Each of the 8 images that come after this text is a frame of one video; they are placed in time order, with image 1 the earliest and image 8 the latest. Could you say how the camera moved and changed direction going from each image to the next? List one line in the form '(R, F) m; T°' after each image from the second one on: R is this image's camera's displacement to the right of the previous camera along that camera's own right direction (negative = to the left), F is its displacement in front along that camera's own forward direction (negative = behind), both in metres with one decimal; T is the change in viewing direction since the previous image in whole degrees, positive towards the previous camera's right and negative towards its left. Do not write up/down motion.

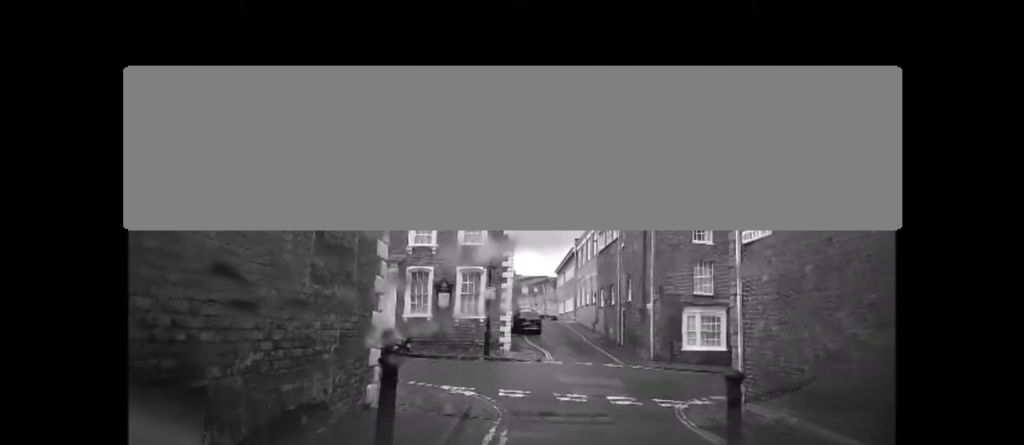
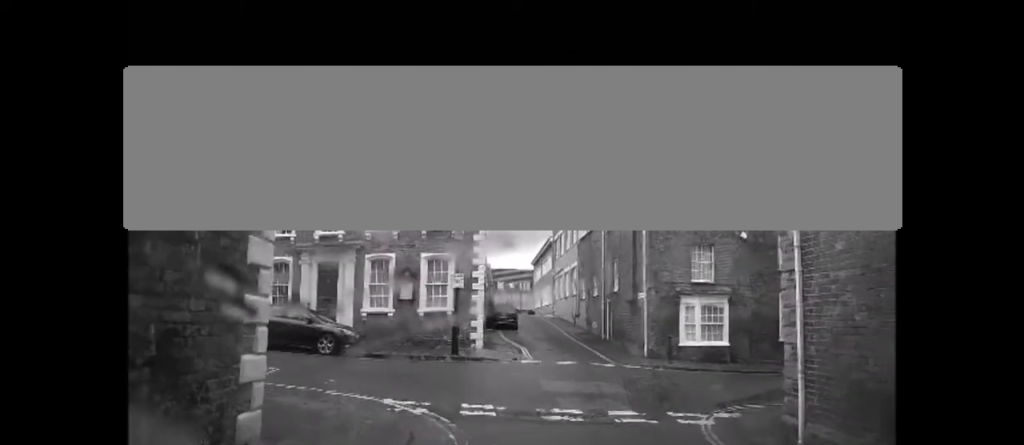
(0.0, +3.1) m; 0°
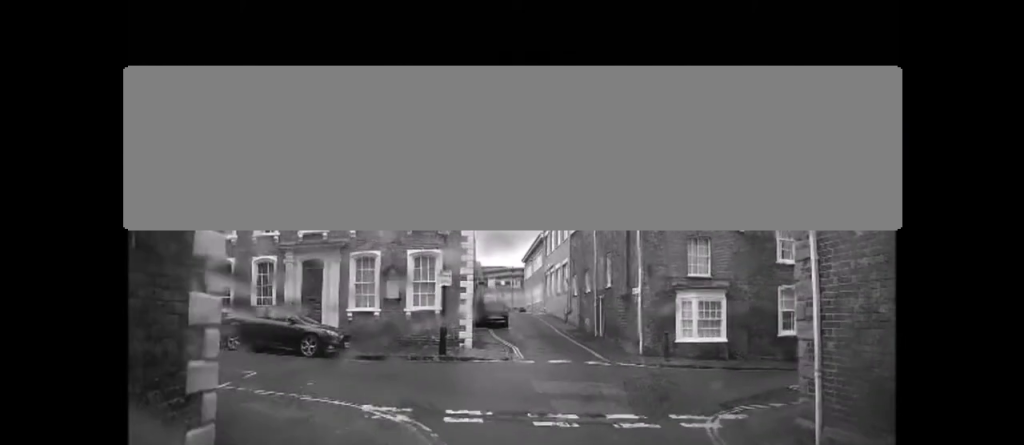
(0.0, +0.7) m; 0°
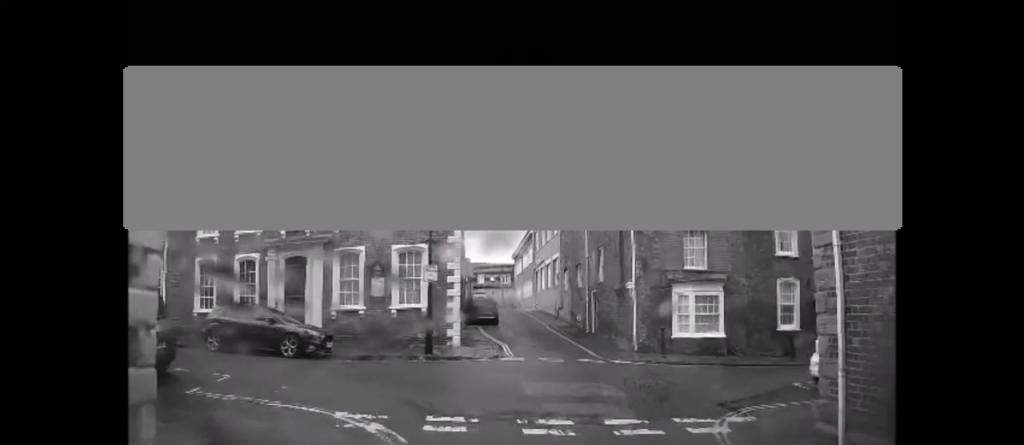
(0.0, +0.7) m; 0°
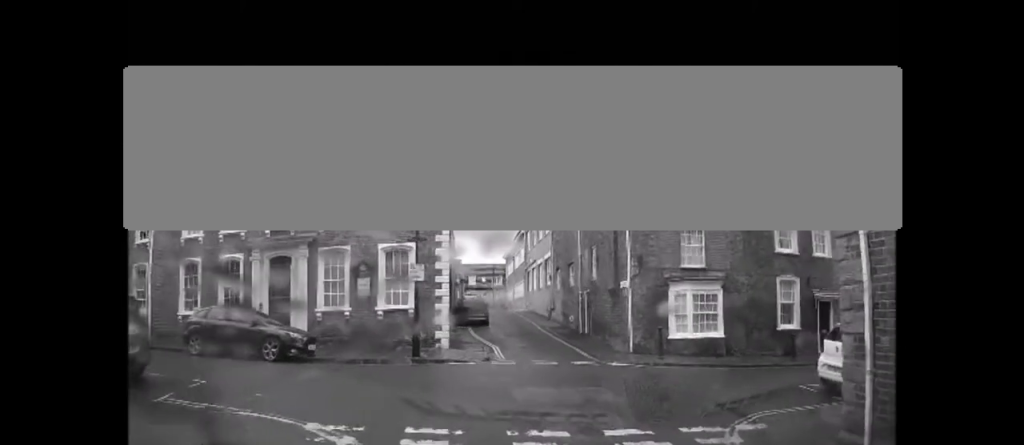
(0.0, +0.7) m; 0°
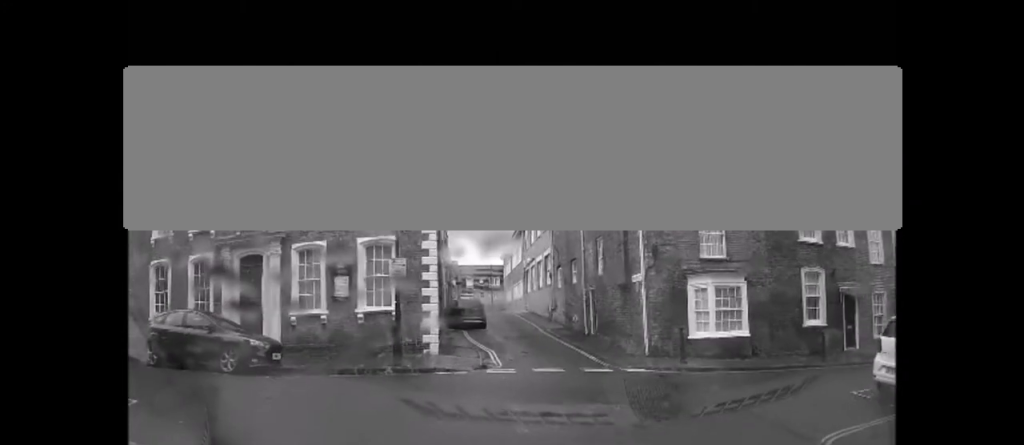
(0.0, +2.0) m; 0°
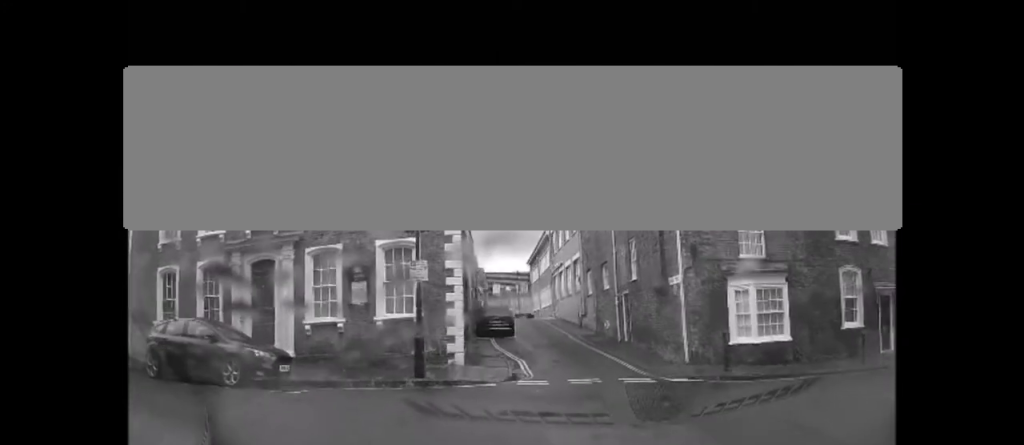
(0.0, +1.1) m; 0°
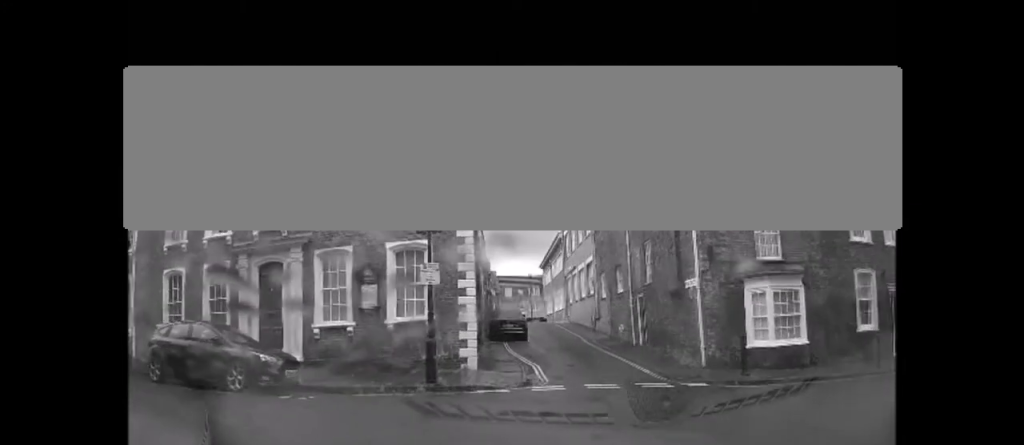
(0.0, +0.5) m; 0°
